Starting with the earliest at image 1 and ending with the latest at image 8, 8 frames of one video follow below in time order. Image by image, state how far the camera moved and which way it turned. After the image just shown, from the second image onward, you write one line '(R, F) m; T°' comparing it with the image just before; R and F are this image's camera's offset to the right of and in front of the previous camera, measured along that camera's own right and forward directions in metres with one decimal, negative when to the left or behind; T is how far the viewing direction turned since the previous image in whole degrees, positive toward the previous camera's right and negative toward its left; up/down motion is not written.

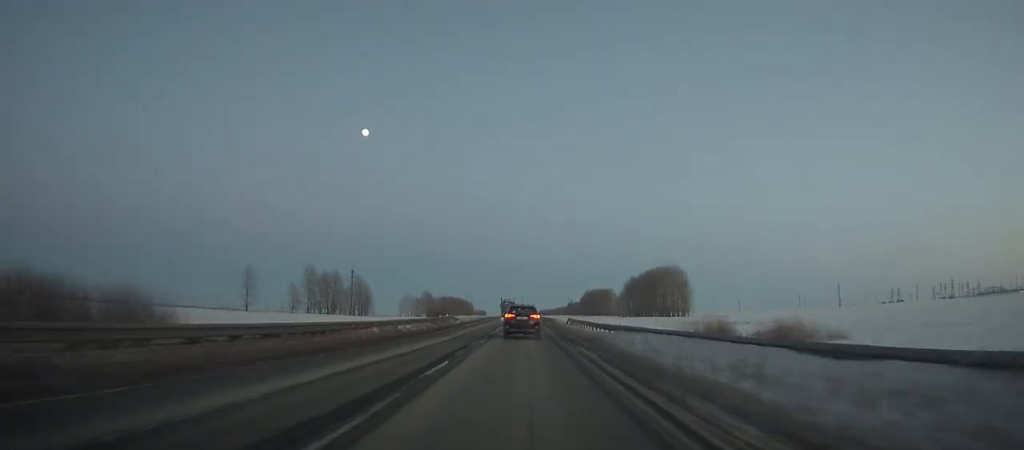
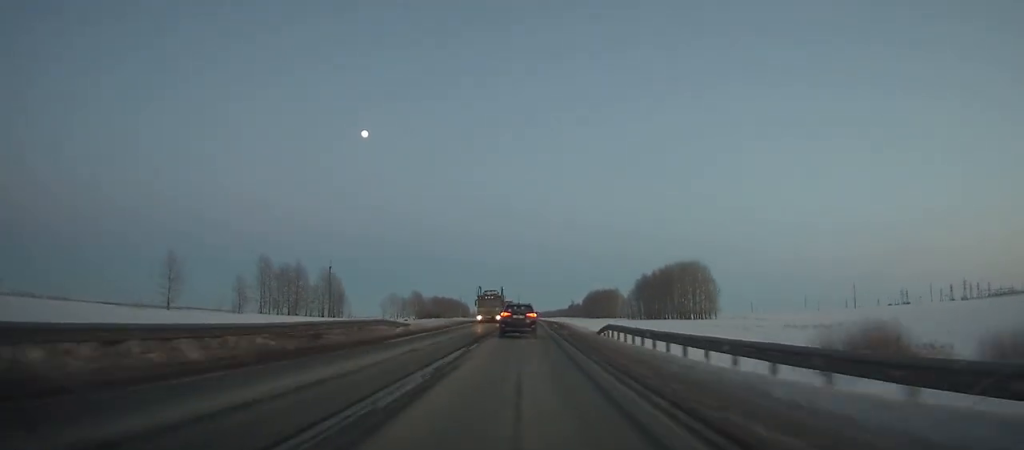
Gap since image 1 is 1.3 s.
(+0.1, +27.6) m; 0°
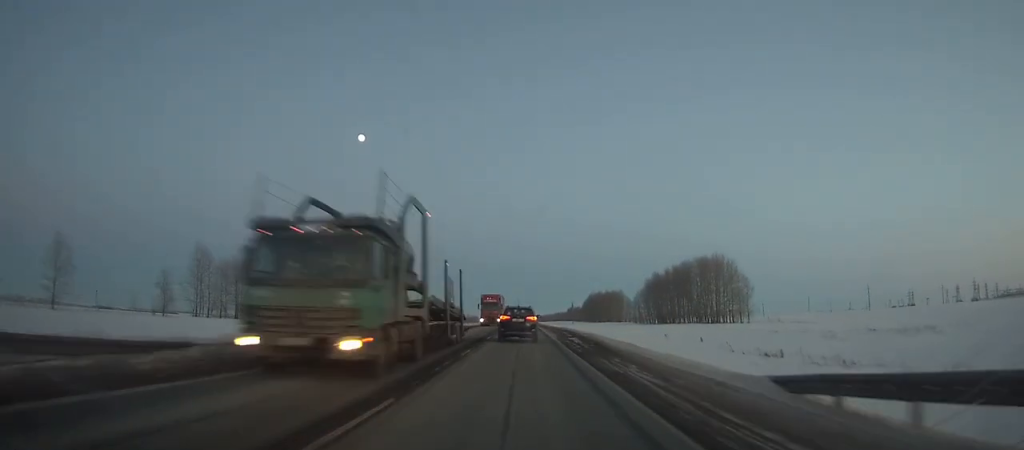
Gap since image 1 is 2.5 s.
(-0.1, +25.7) m; 0°
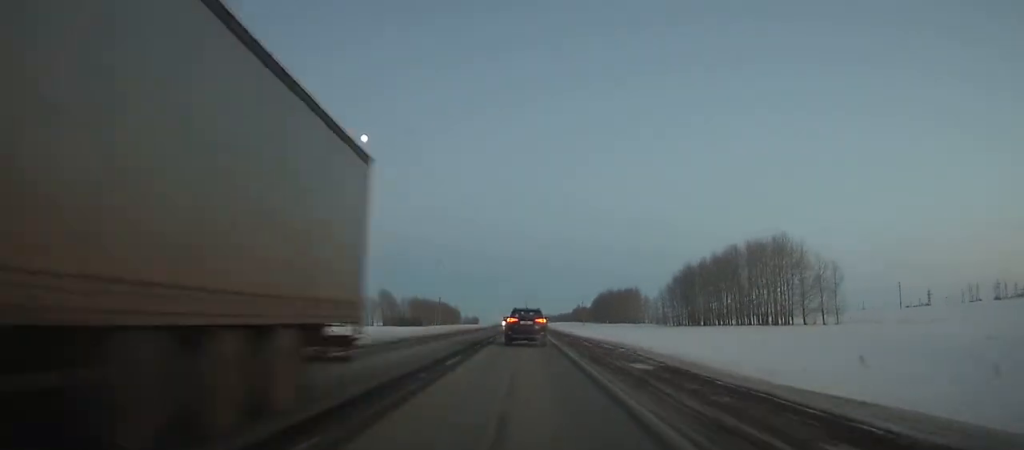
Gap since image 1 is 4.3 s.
(-0.3, +38.5) m; 0°
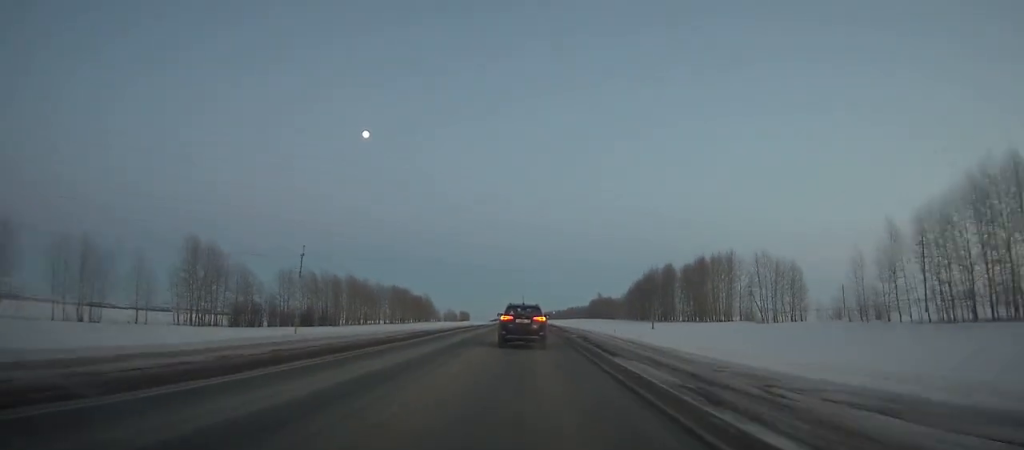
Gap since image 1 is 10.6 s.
(+1.1, +133.8) m; 0°
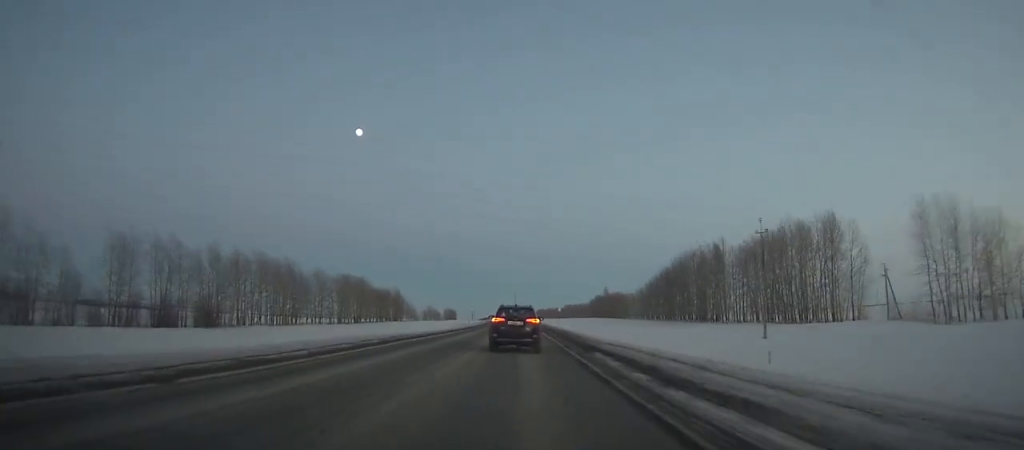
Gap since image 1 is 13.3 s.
(0.0, +55.8) m; 0°
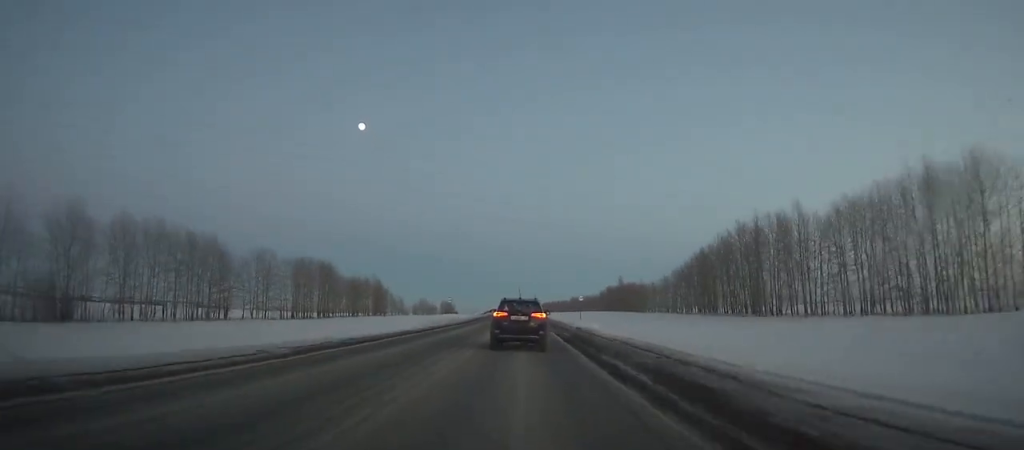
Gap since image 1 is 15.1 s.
(+0.1, +36.3) m; 0°
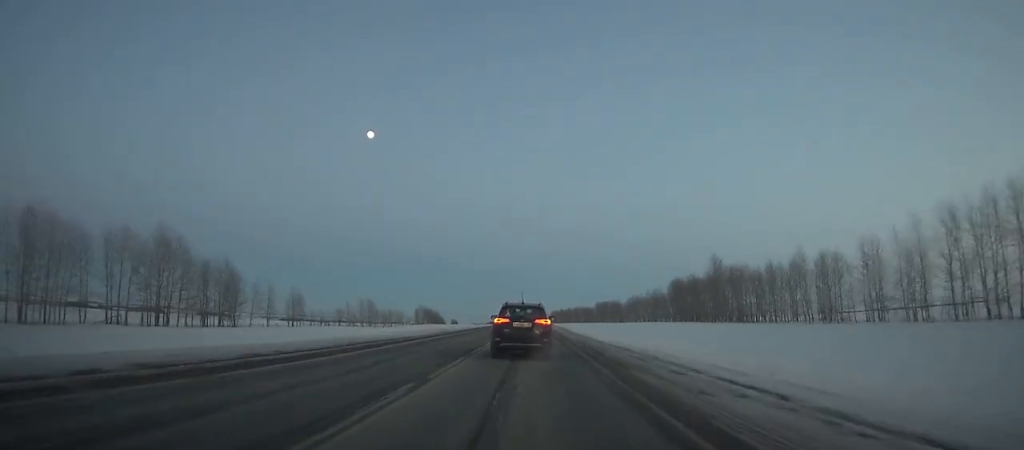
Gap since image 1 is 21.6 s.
(-0.6, +127.2) m; -1°
